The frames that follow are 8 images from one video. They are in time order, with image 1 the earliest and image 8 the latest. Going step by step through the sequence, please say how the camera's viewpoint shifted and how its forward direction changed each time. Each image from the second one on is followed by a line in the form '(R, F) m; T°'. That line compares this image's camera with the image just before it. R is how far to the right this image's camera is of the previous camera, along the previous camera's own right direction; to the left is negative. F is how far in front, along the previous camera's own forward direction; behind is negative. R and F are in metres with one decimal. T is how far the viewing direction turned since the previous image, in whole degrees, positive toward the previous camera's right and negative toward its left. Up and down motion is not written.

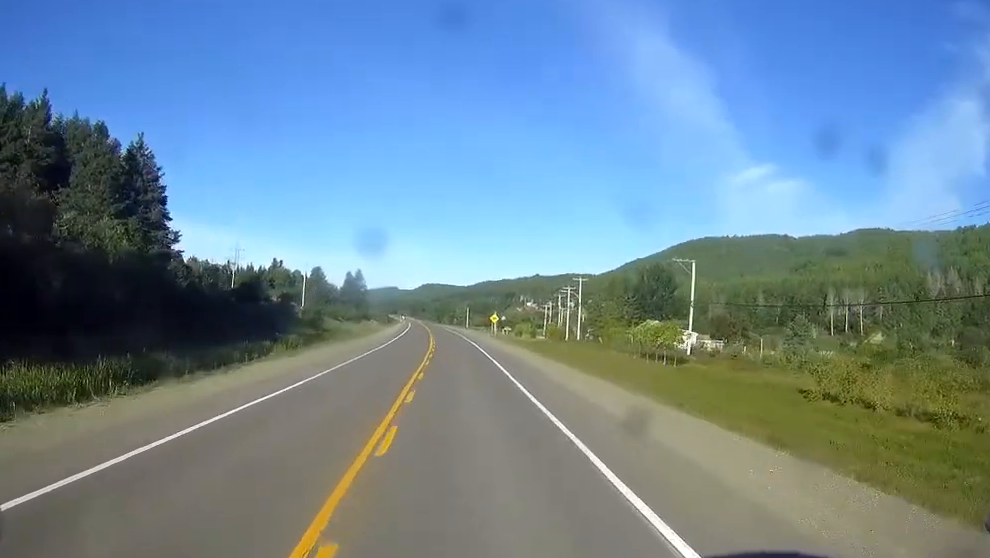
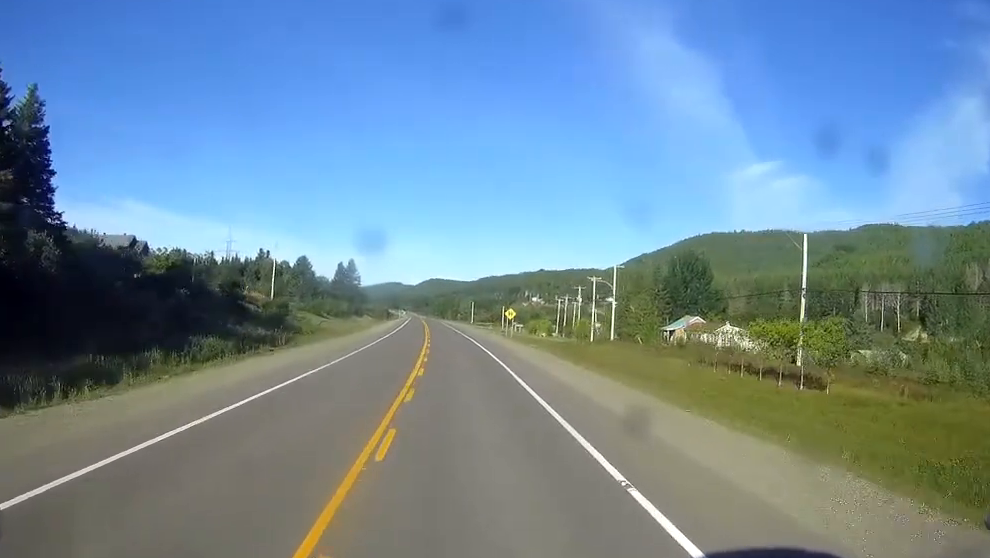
(-0.1, +27.9) m; -1°
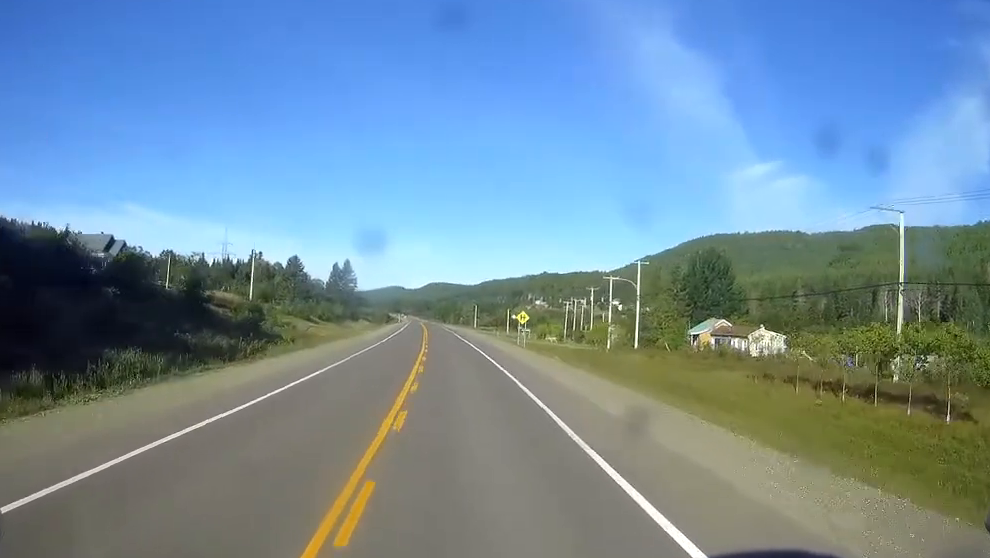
(-0.1, +14.0) m; 0°
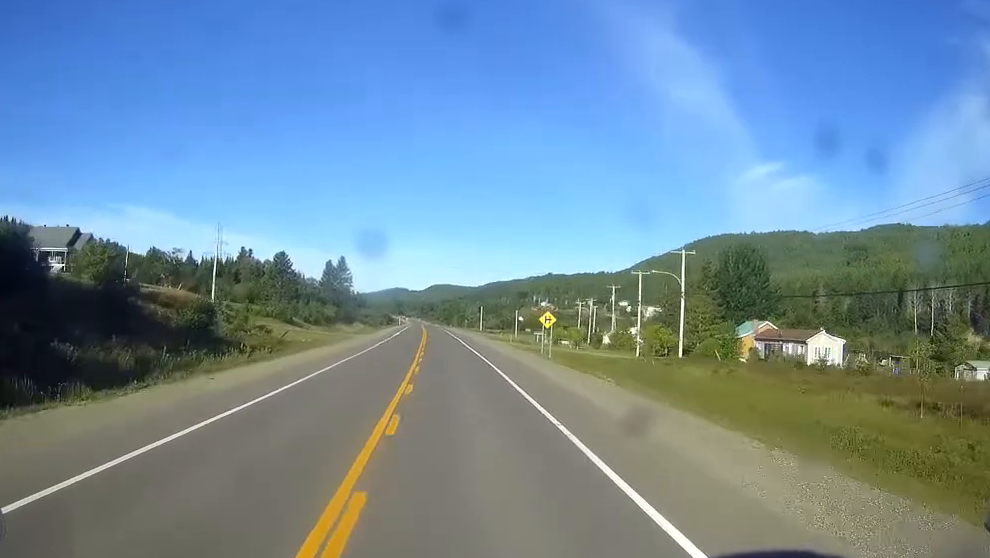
(+0.1, +18.6) m; 0°
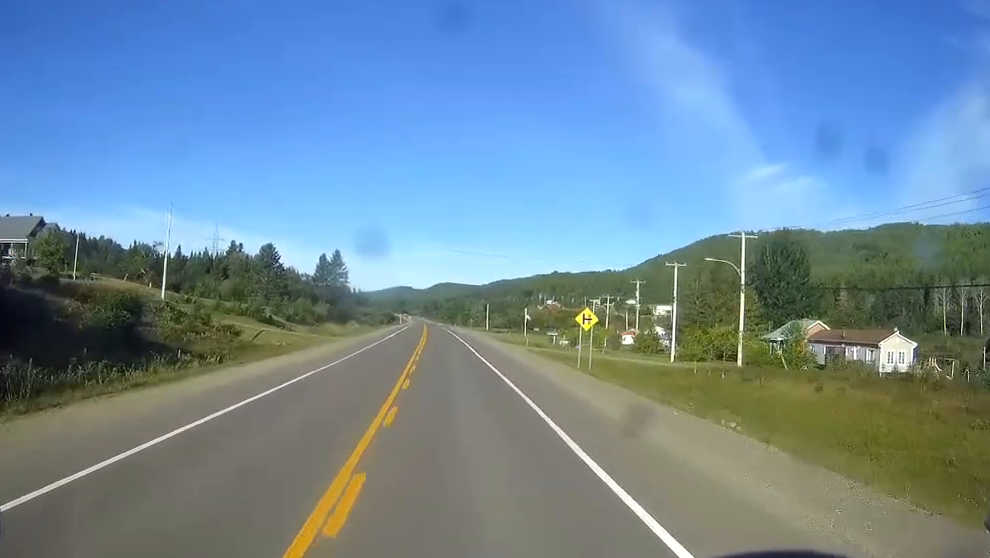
(0.0, +16.8) m; -1°
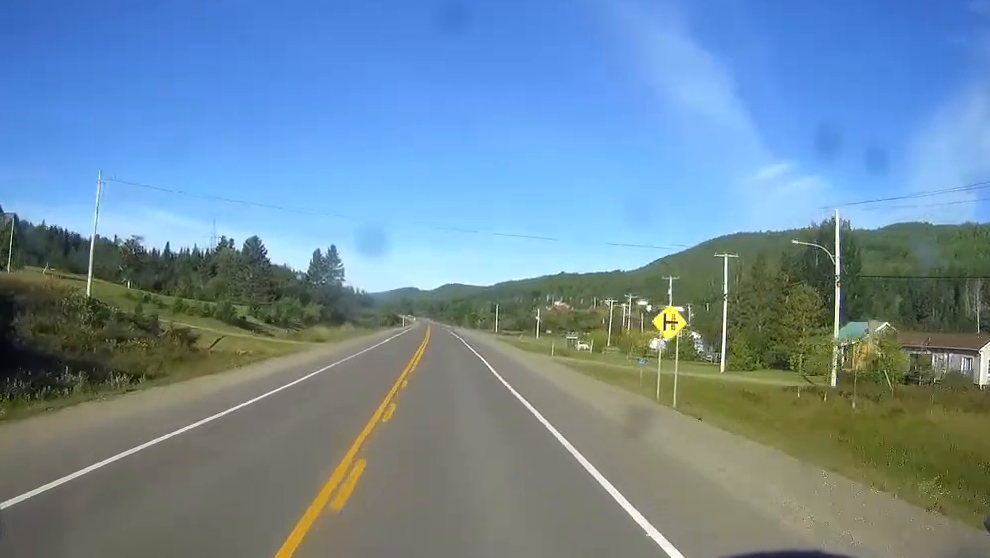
(-0.2, +16.8) m; -1°
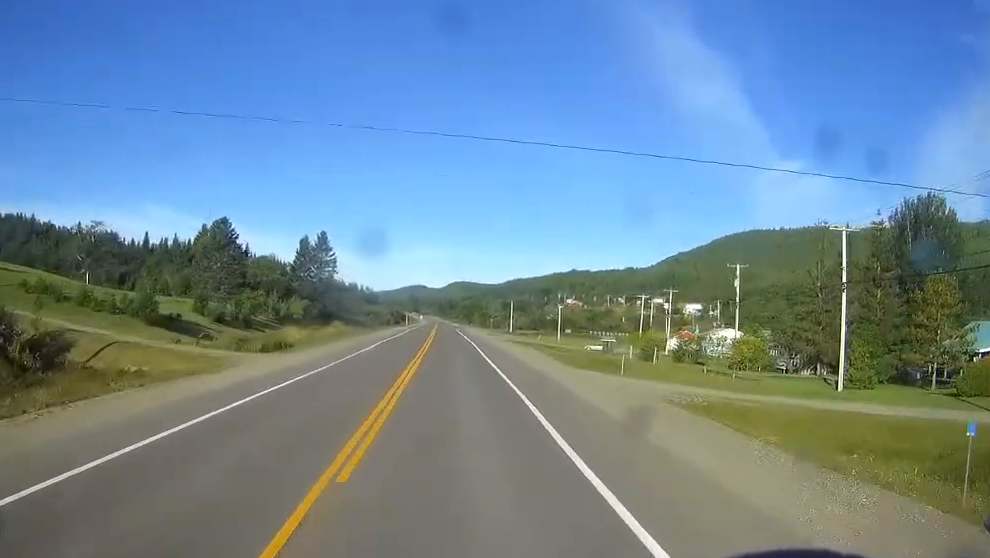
(-0.2, +25.1) m; 0°
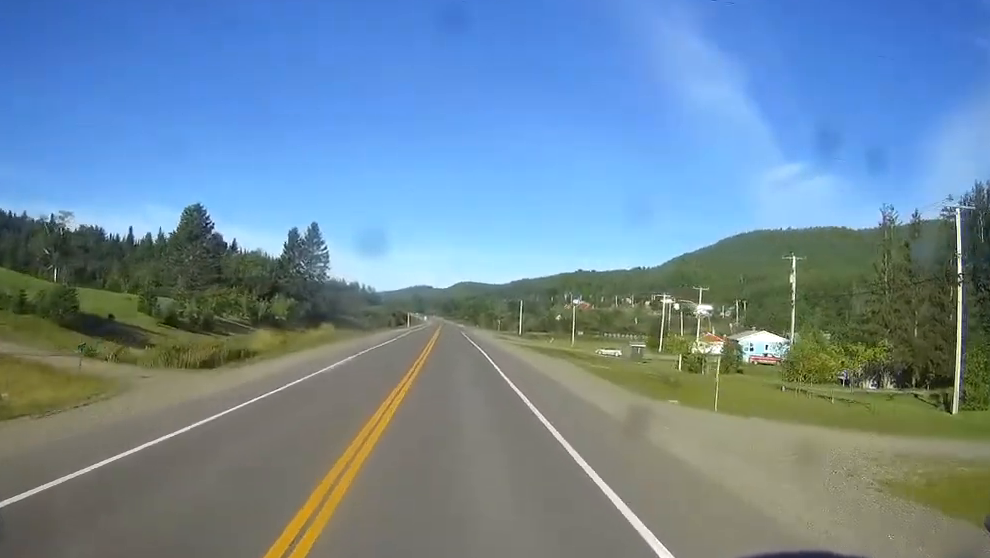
(0.0, +14.9) m; 0°
